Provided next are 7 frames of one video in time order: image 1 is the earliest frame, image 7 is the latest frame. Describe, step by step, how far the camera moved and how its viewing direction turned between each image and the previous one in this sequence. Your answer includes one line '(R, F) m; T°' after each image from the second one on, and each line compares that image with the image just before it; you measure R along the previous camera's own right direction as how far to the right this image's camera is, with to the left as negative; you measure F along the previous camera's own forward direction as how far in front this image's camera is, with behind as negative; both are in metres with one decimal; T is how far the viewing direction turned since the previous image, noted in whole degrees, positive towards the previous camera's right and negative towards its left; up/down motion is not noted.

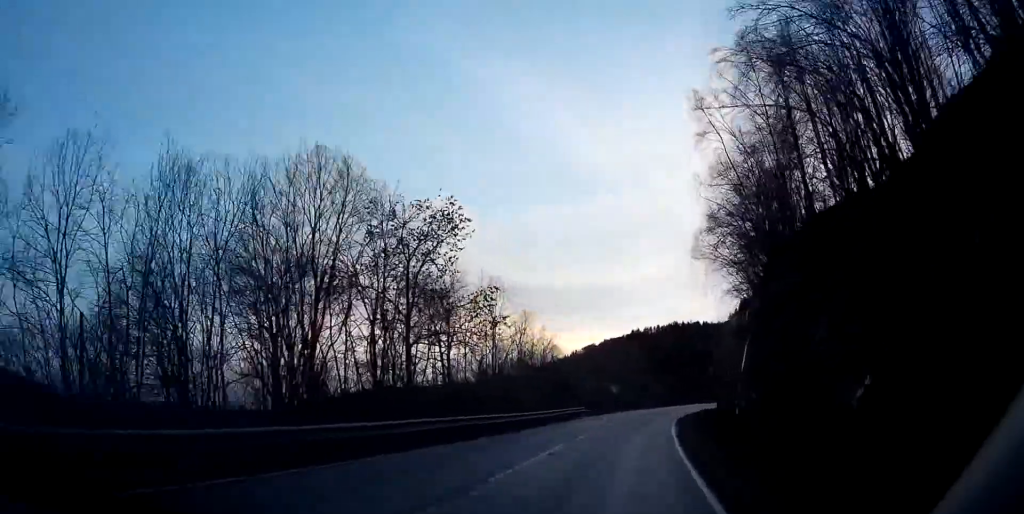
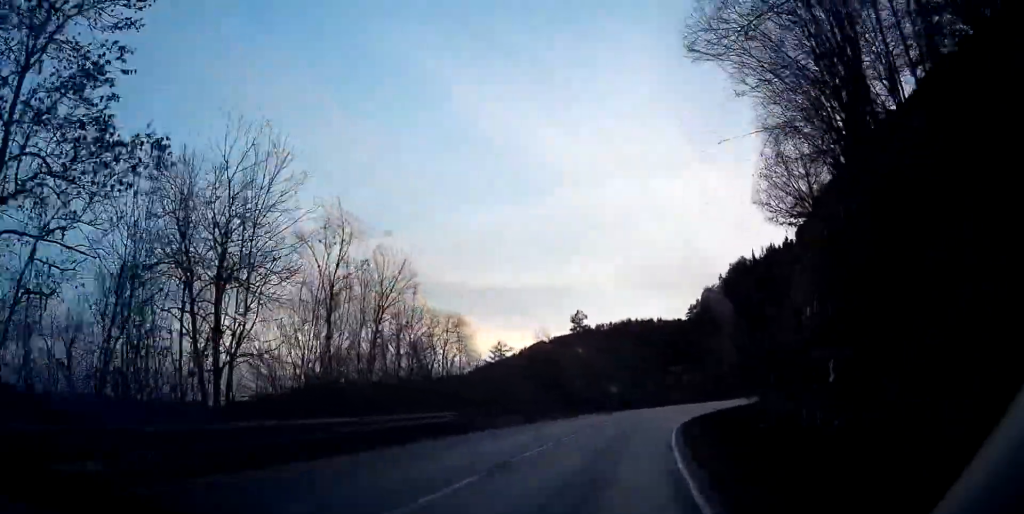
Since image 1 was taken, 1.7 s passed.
(+0.9, +32.4) m; +3°
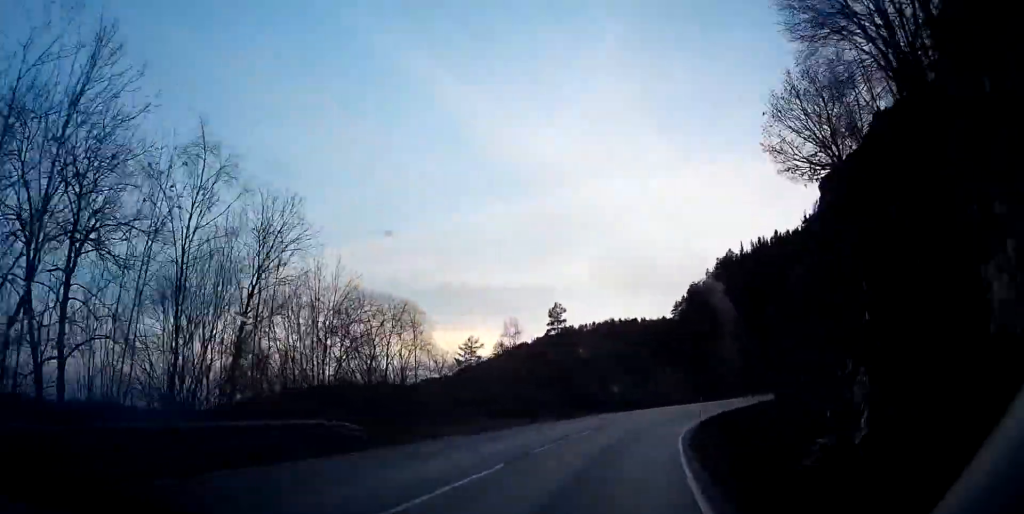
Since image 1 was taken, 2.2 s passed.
(-0.1, +10.1) m; +1°
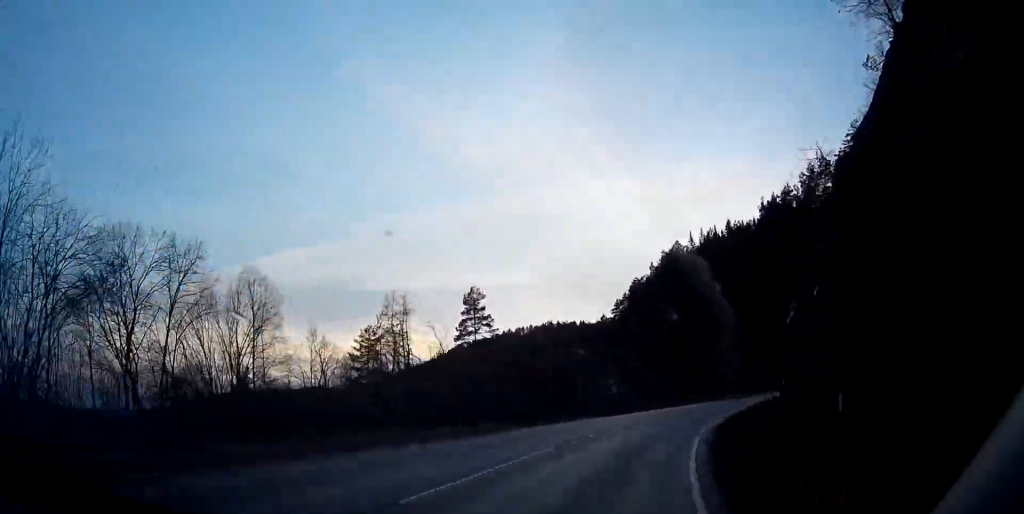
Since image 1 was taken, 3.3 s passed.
(+0.8, +19.8) m; +3°
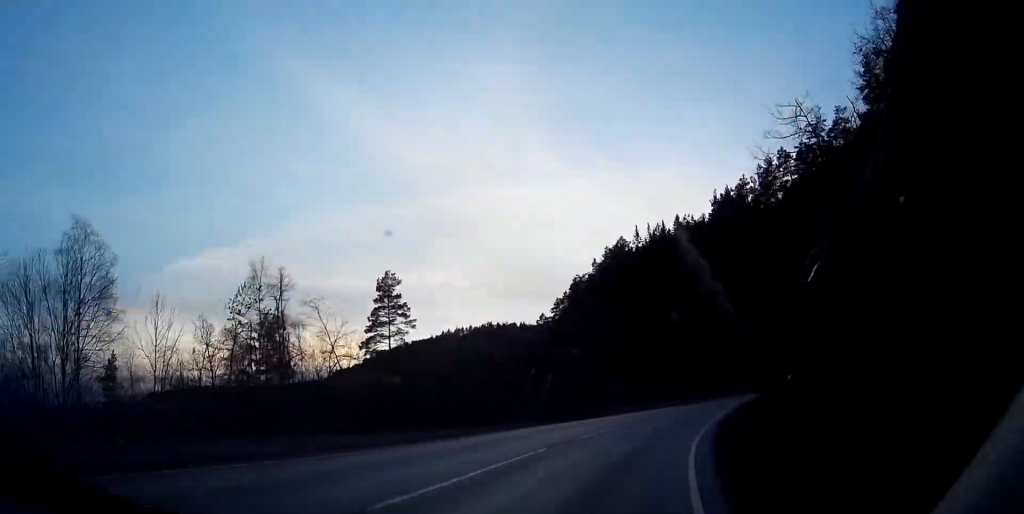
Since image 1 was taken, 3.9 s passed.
(-0.1, +12.1) m; +2°
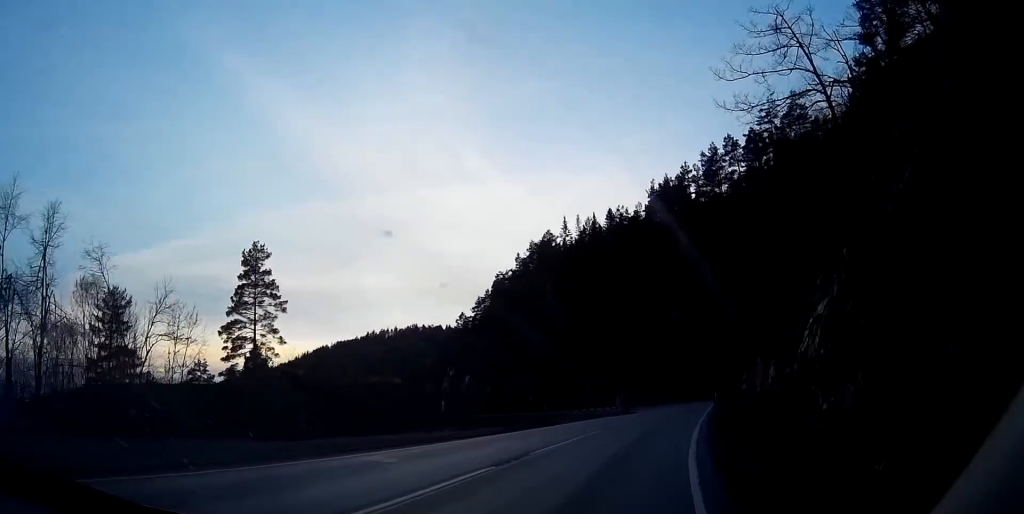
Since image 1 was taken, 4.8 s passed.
(+0.8, +15.6) m; +6°
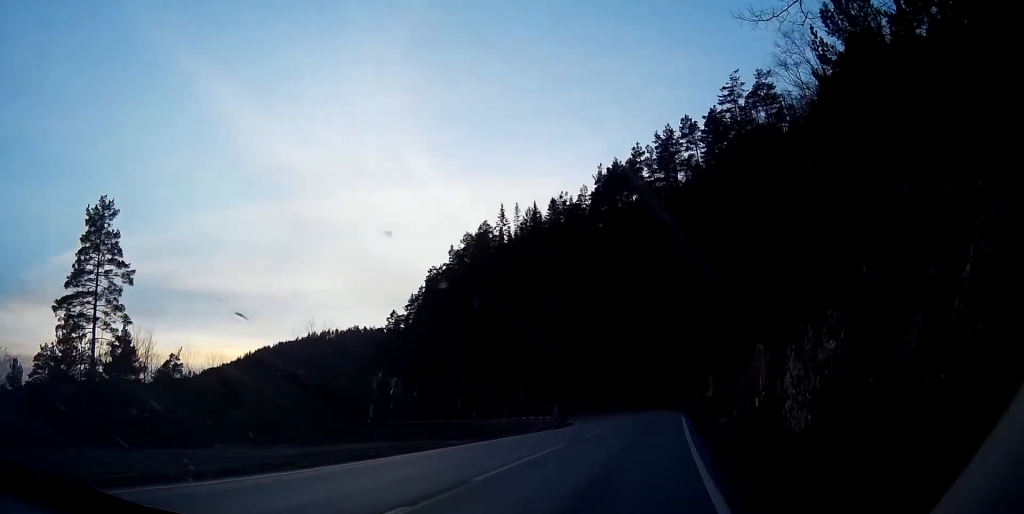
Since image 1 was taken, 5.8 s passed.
(+0.9, +15.4) m; +5°
